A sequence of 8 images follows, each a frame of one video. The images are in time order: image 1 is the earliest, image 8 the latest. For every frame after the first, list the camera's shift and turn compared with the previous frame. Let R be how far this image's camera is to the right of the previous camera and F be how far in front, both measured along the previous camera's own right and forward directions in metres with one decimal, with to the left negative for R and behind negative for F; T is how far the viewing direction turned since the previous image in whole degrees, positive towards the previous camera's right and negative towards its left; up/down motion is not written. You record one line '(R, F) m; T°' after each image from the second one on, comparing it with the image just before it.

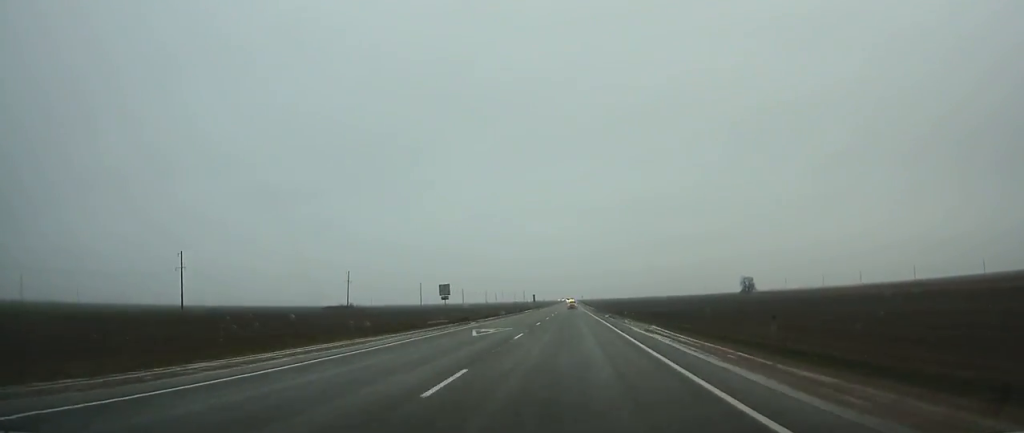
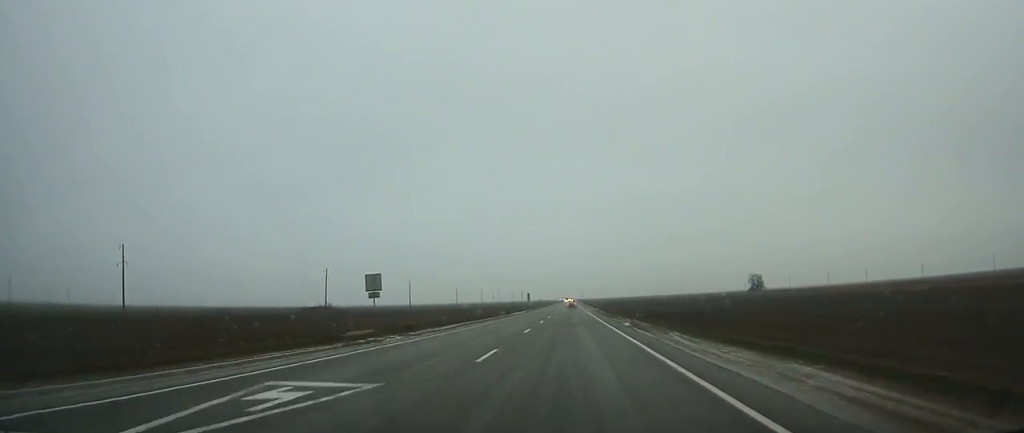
(0.0, +19.7) m; 0°
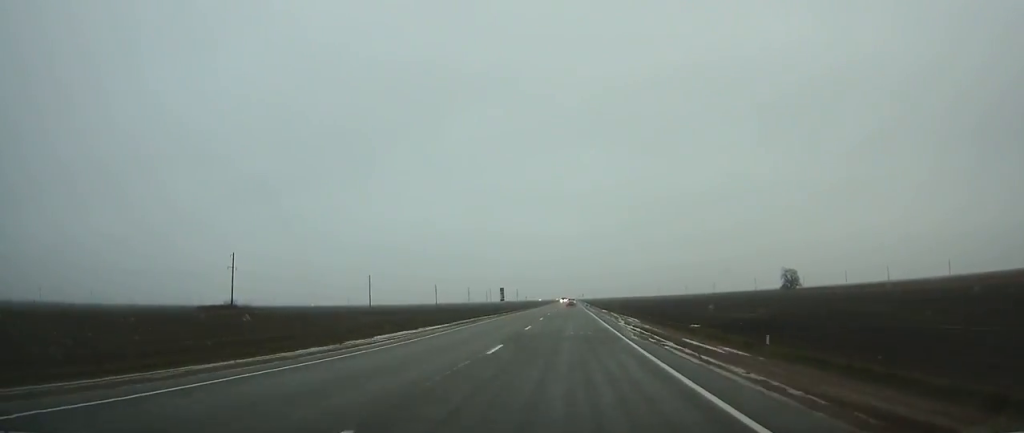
(0.0, +57.8) m; 0°
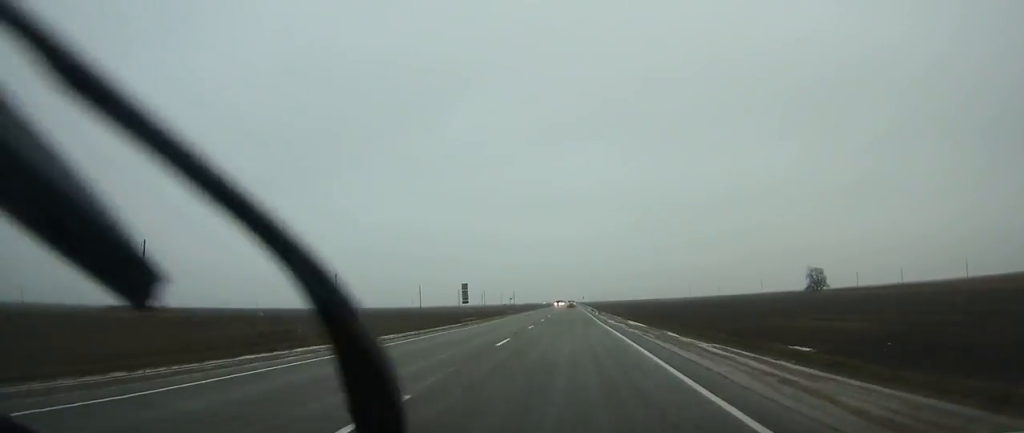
(+0.1, +33.8) m; 0°
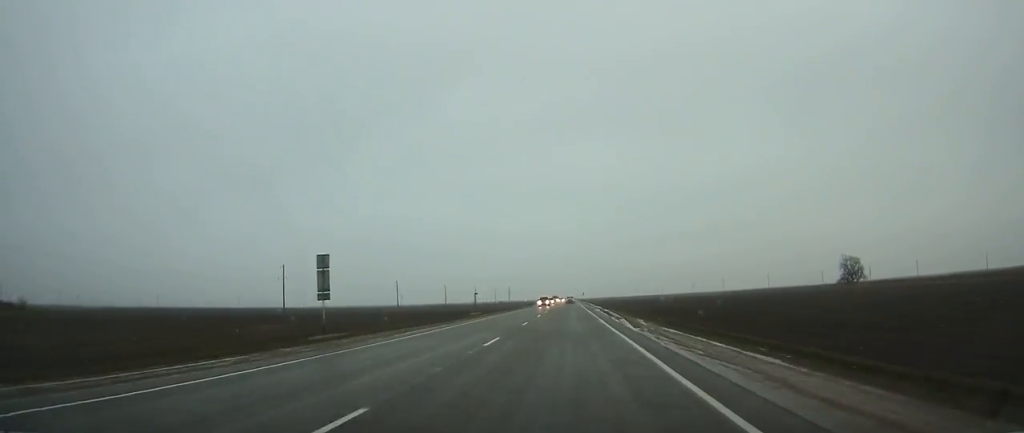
(+0.1, +37.1) m; 0°
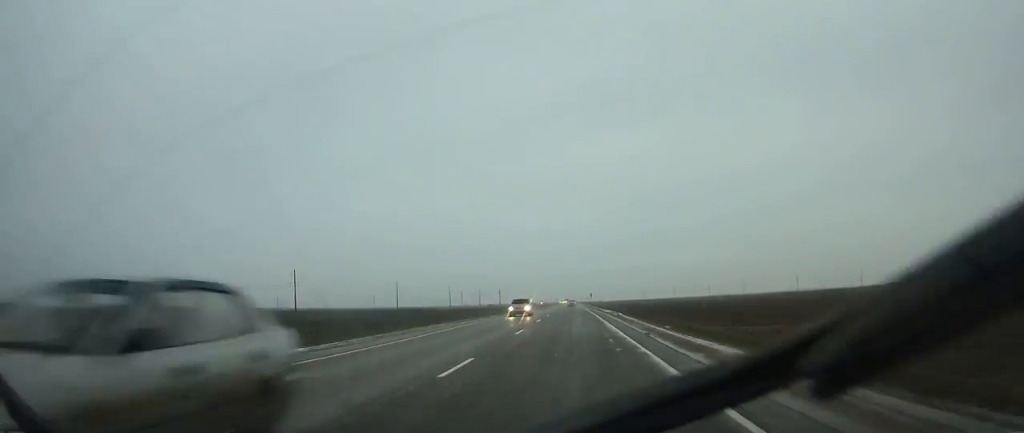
(-0.2, +102.3) m; 0°
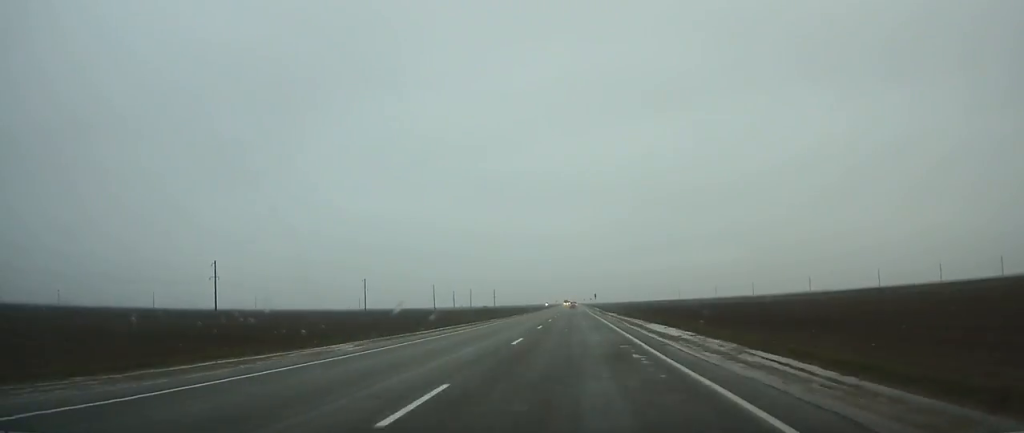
(0.0, +39.9) m; 0°
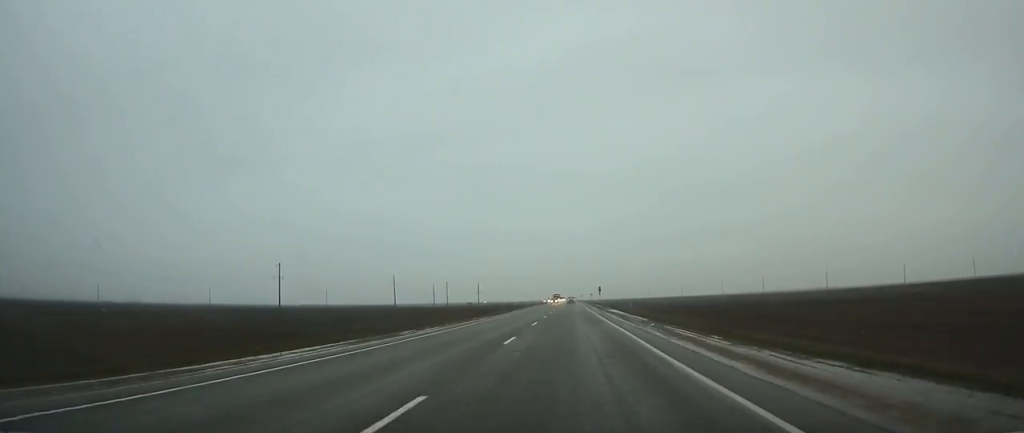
(+0.1, +61.1) m; 0°
